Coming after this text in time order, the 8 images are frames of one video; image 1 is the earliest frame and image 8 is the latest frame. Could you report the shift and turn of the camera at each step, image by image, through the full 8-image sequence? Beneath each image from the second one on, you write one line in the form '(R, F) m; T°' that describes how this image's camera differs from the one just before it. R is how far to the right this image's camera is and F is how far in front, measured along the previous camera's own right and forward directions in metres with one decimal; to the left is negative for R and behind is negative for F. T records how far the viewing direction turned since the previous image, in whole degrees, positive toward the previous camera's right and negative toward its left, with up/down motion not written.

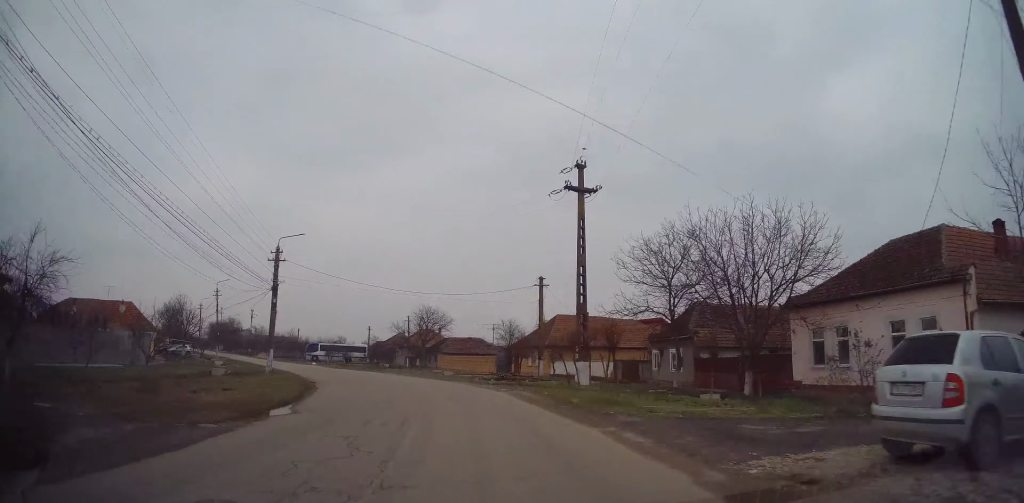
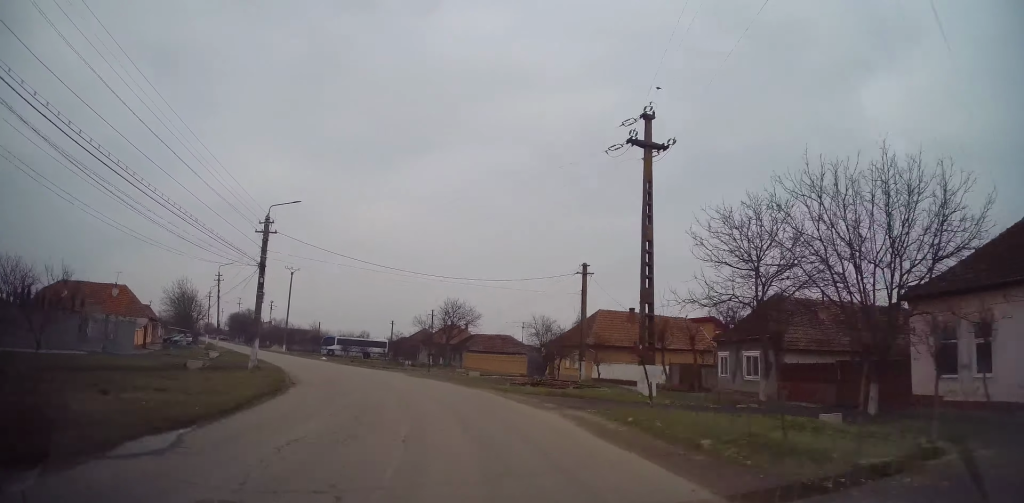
(0.0, +7.2) m; -3°
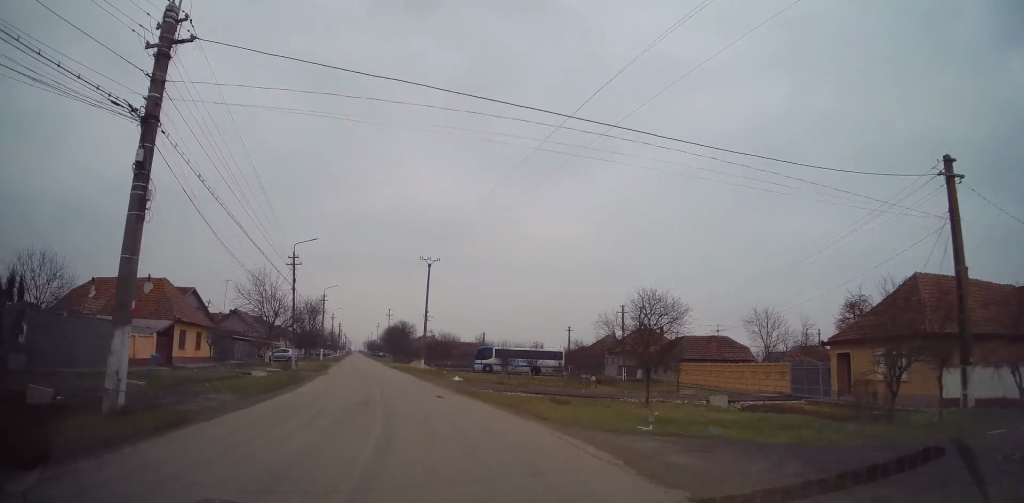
(-2.0, +21.8) m; -14°
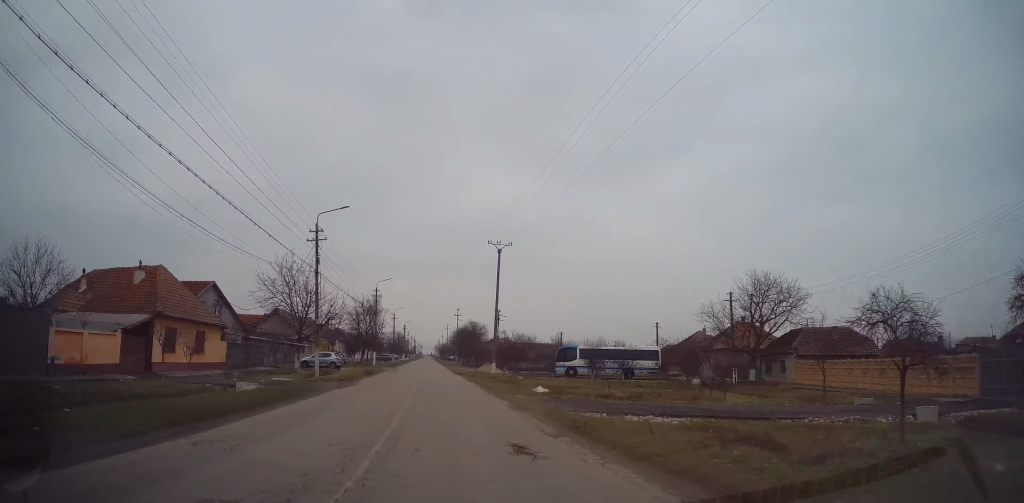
(-0.7, +9.9) m; -8°
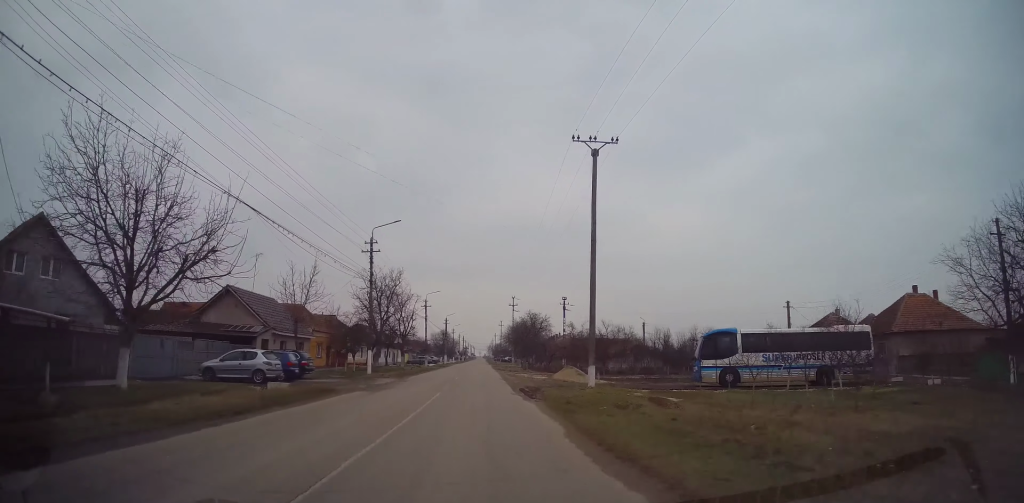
(-3.4, +23.4) m; -12°
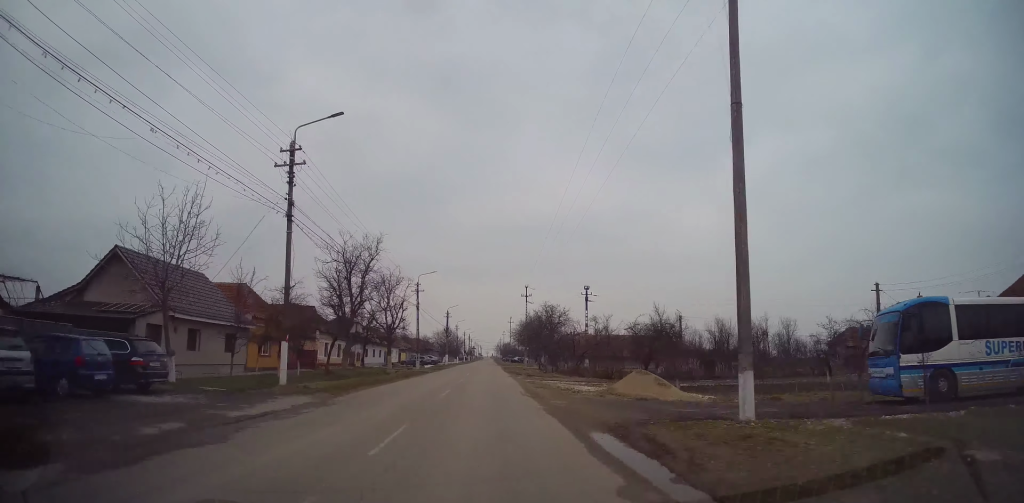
(-0.1, +14.3) m; -3°
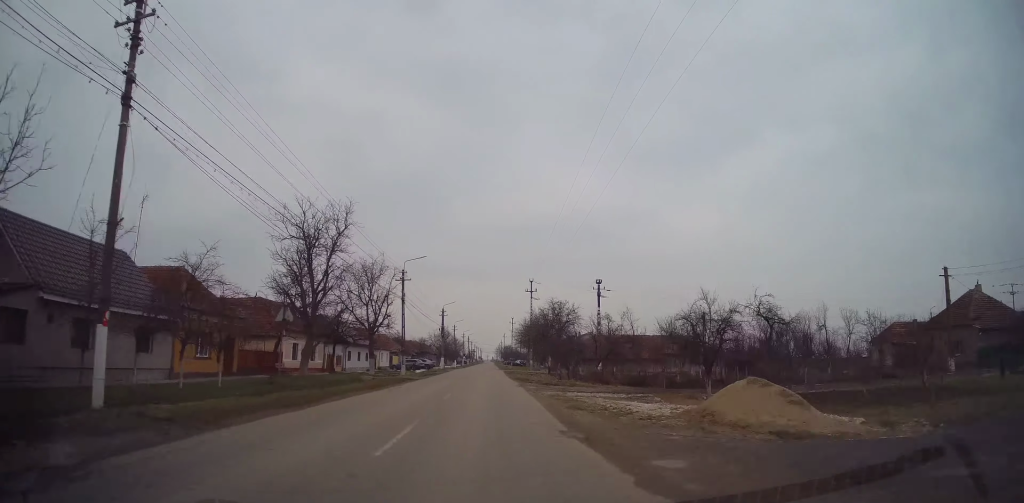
(-0.4, +8.7) m; -1°
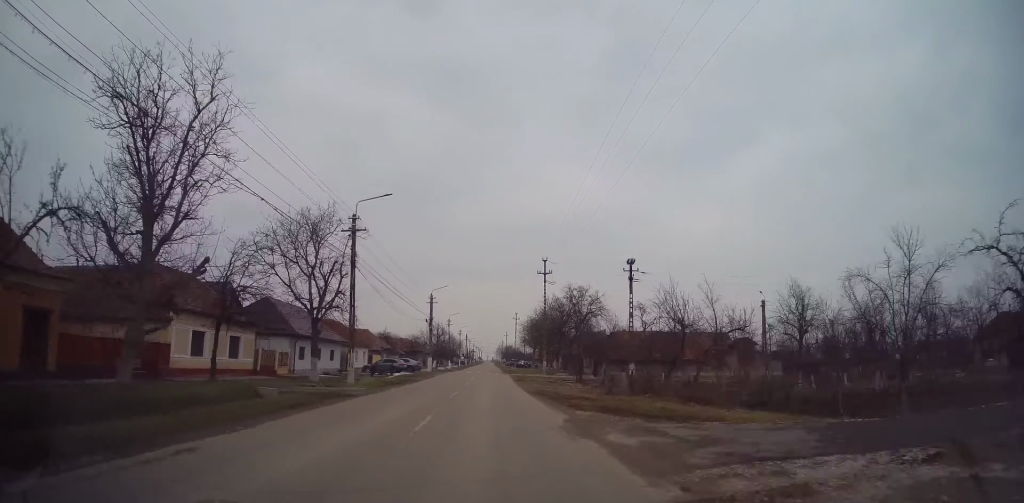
(0.0, +16.0) m; 0°
